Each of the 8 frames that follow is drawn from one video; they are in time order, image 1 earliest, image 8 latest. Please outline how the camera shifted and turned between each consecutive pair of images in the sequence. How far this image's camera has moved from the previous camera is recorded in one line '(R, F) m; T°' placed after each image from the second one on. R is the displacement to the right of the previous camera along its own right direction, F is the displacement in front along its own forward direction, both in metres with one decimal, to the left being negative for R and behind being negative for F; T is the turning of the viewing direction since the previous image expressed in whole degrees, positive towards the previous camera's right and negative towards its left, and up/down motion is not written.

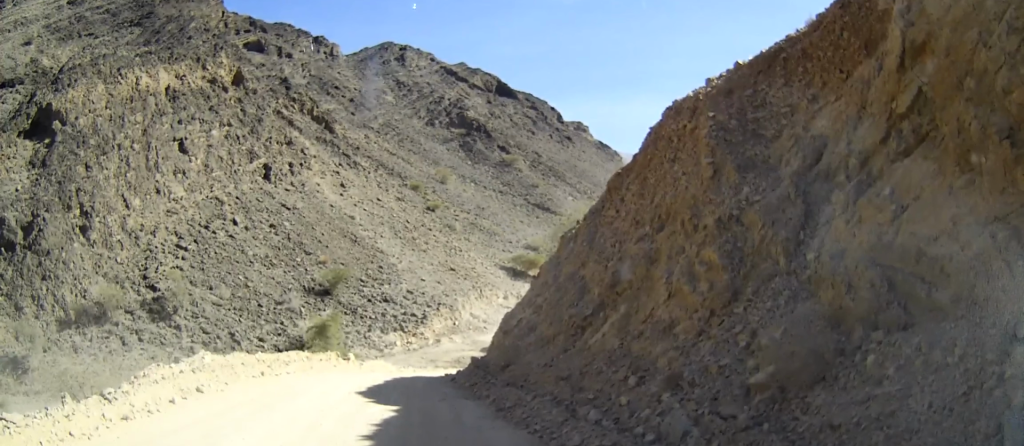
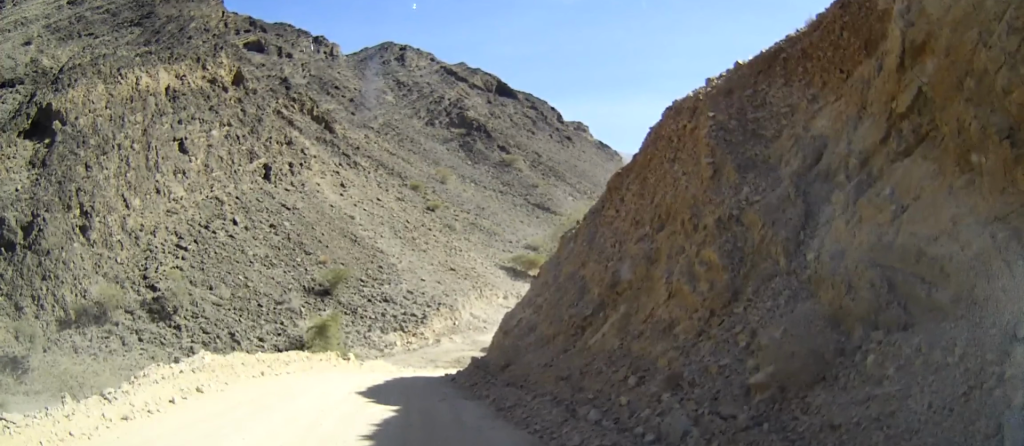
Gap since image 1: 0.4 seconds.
(0.0, 0.0) m; 0°
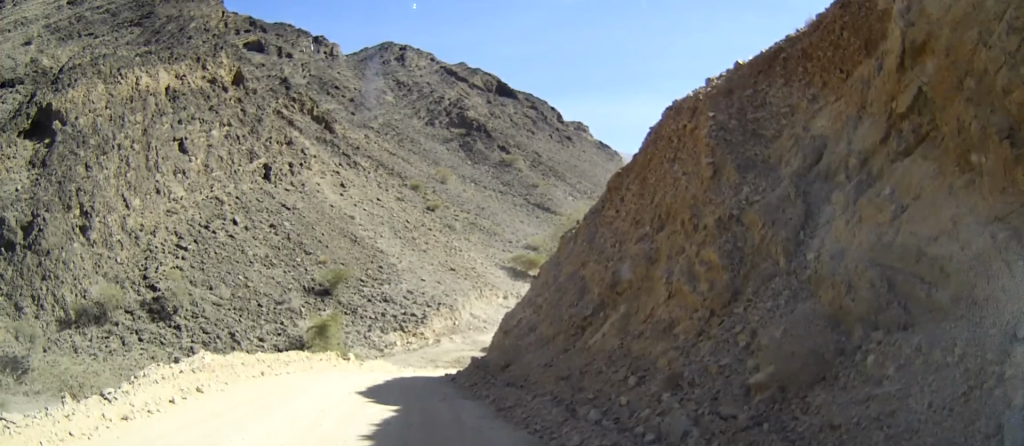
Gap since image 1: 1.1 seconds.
(0.0, 0.0) m; 0°
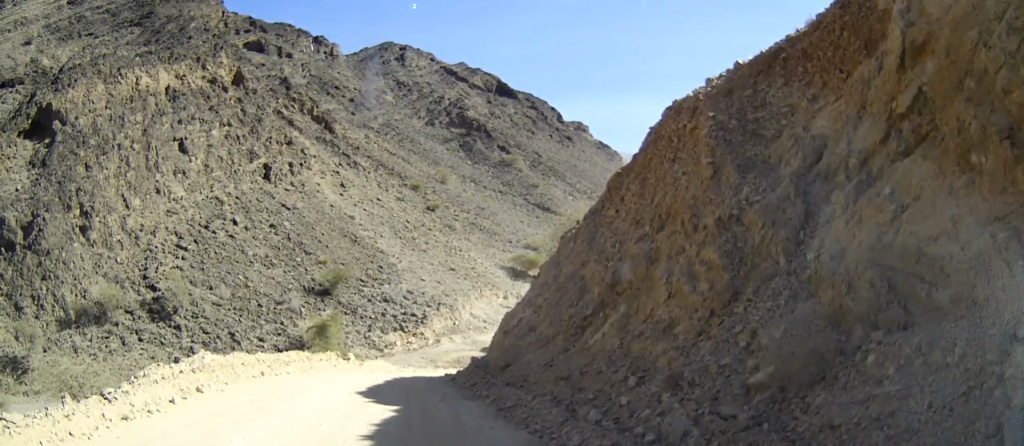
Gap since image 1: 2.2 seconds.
(0.0, 0.0) m; 0°
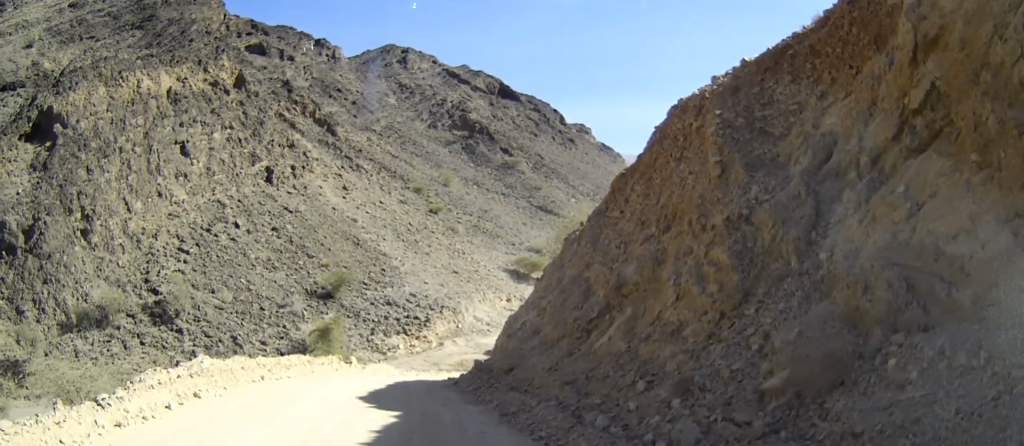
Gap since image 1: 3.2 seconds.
(0.0, 0.0) m; 0°
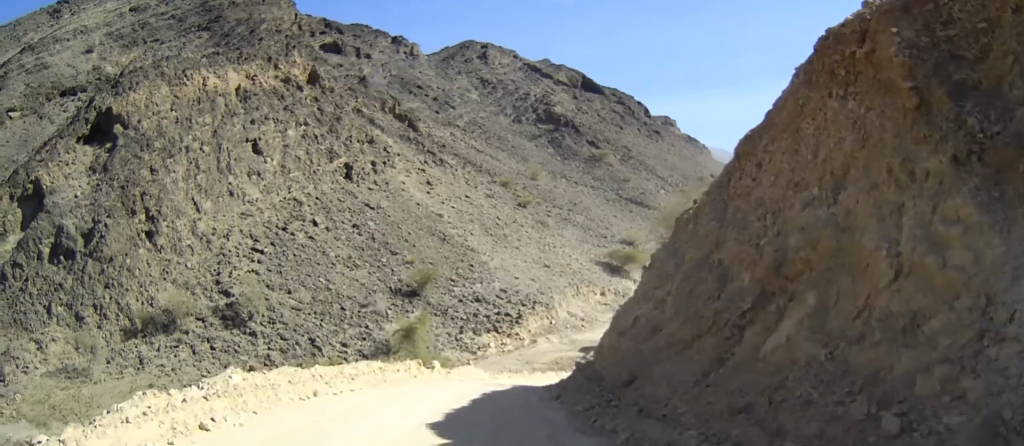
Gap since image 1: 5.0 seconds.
(-0.3, +0.9) m; -4°
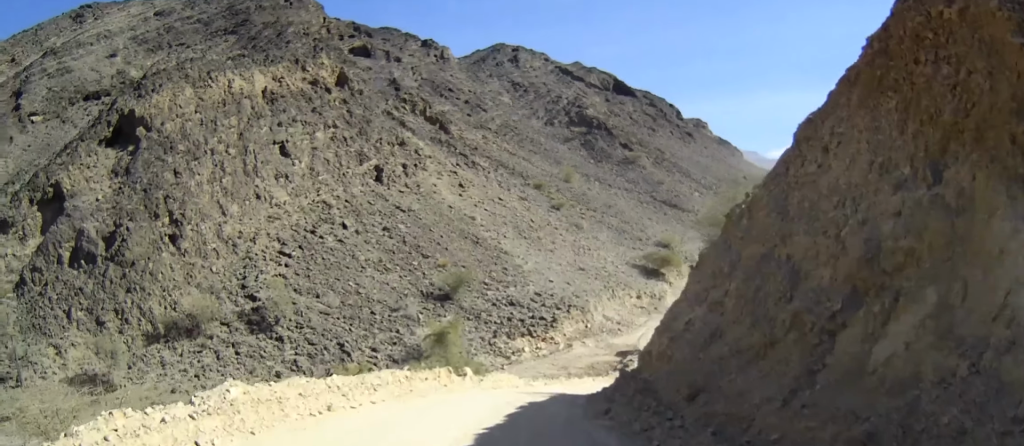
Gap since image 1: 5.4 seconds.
(-0.2, +0.9) m; -5°
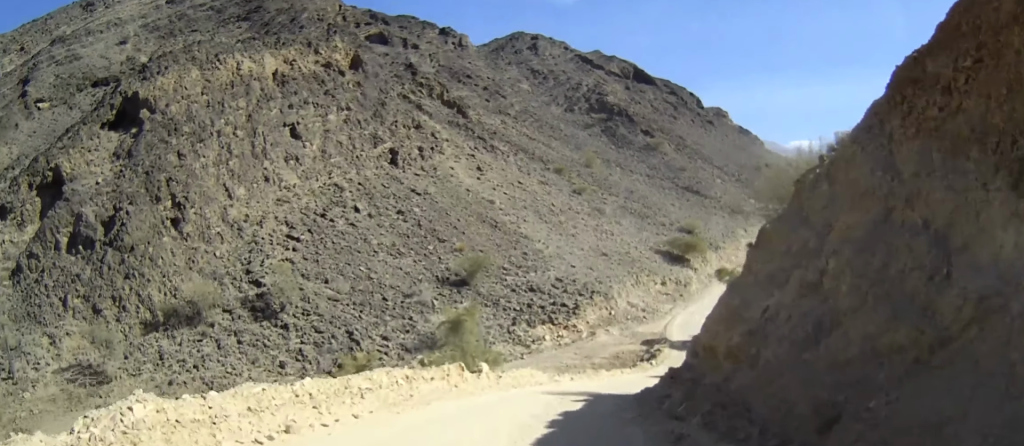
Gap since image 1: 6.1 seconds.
(0.0, +3.3) m; -1°
